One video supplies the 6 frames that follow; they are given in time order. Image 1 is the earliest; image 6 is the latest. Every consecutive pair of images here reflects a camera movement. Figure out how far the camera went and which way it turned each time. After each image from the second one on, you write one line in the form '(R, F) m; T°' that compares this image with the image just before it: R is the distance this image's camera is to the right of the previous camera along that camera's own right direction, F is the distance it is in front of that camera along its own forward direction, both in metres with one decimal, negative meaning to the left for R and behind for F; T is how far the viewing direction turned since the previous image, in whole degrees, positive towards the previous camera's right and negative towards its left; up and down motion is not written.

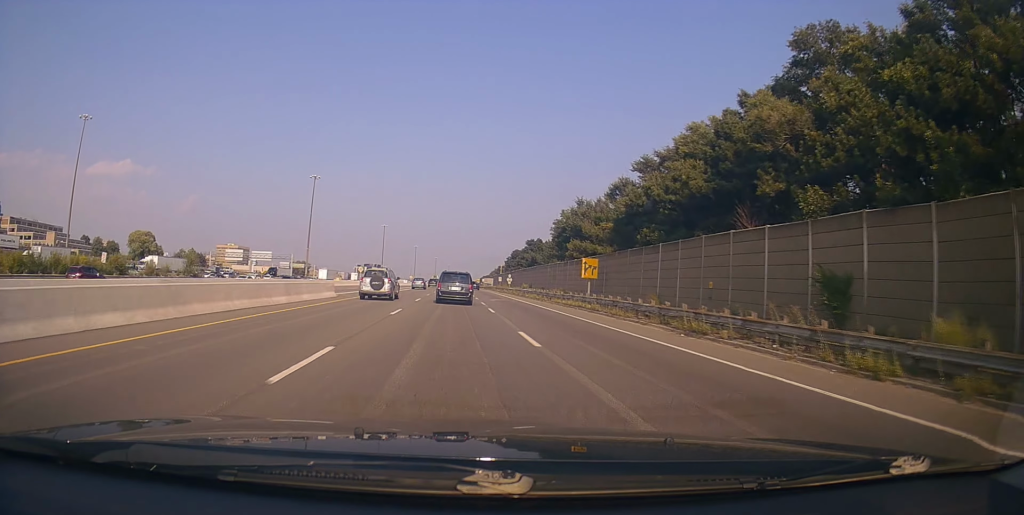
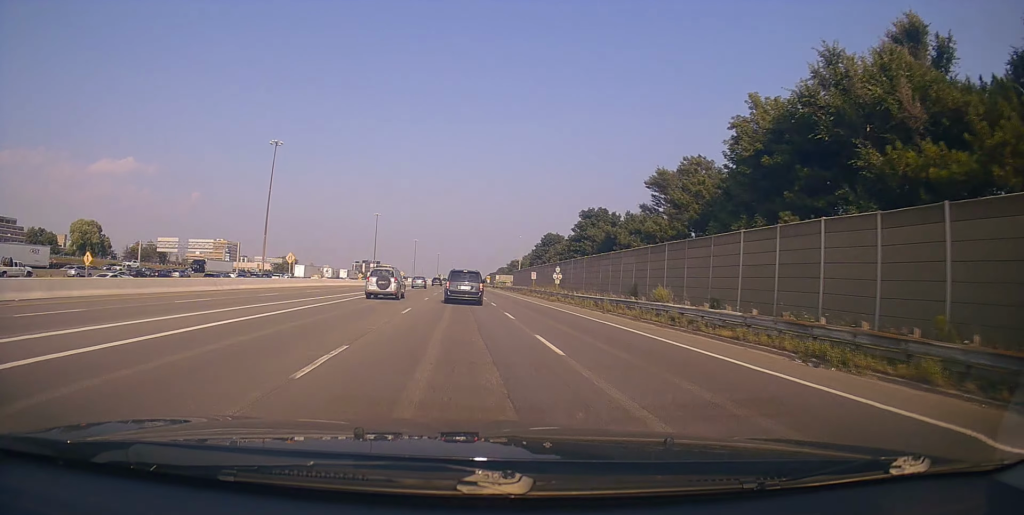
(-0.7, +48.8) m; -2°
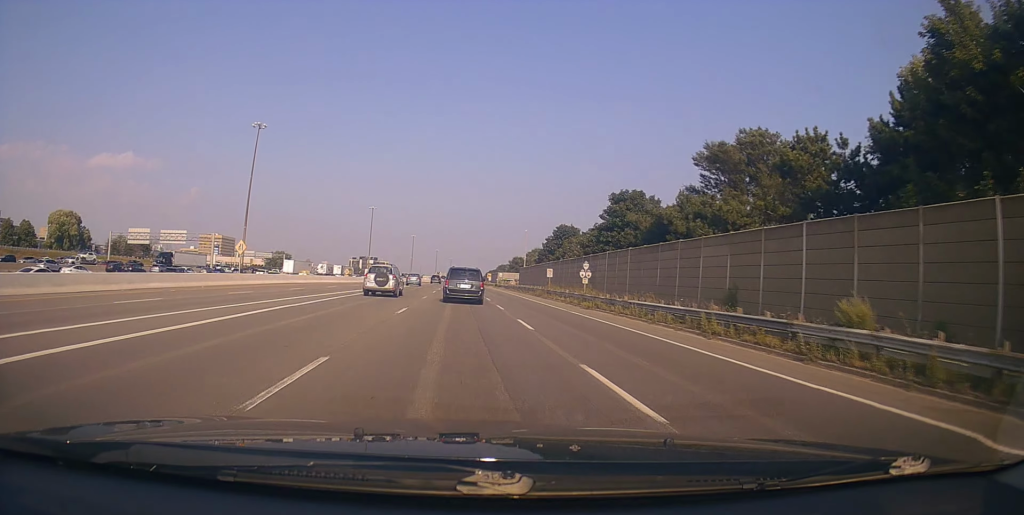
(-0.2, +14.2) m; 0°
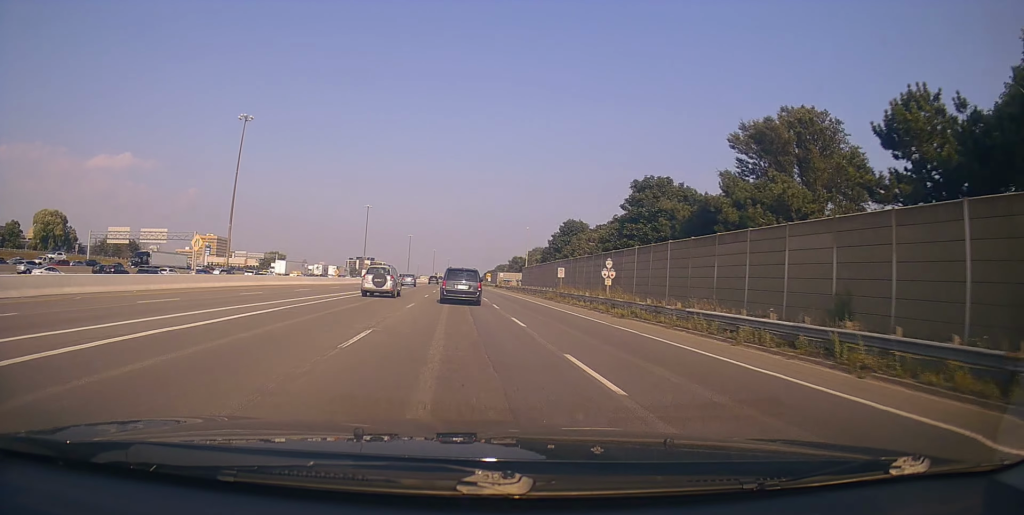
(-0.3, +8.5) m; 0°
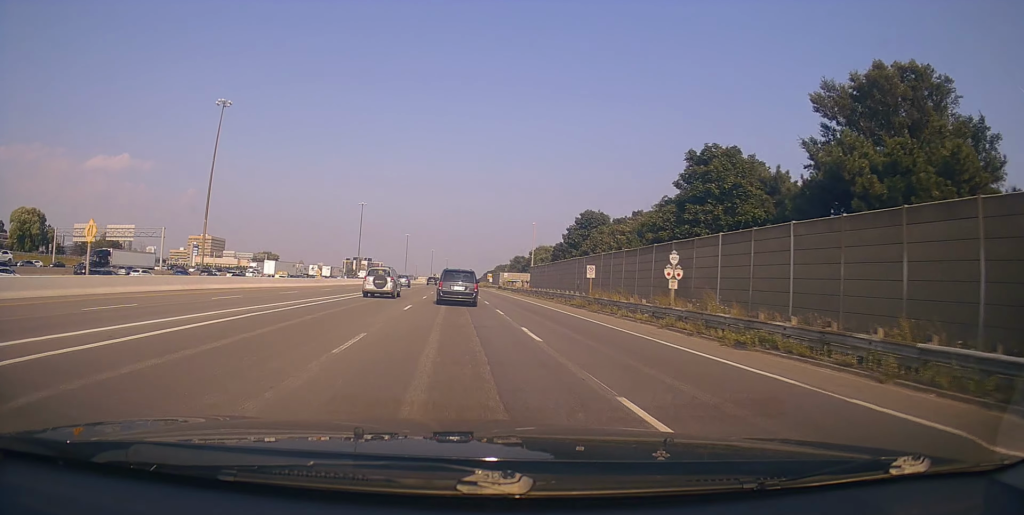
(+0.3, +13.6) m; +1°
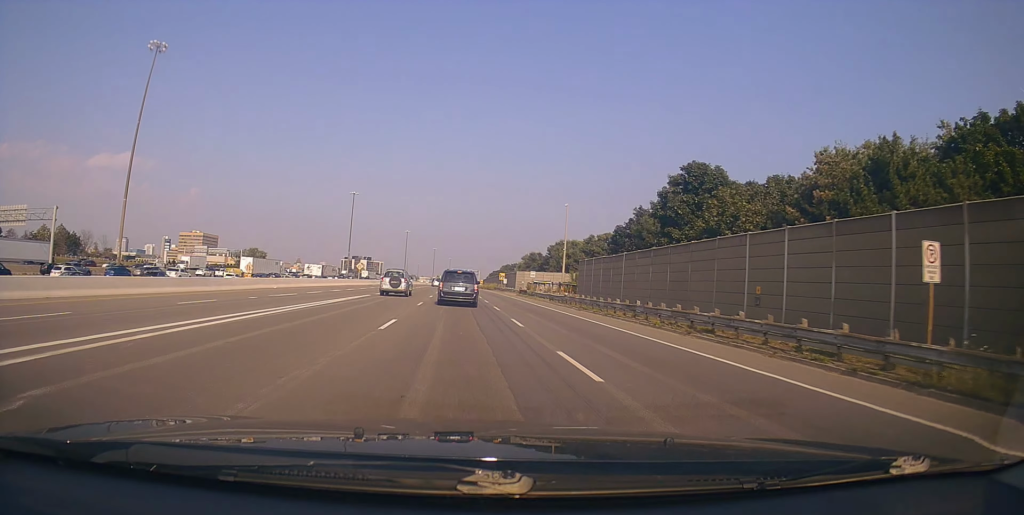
(+0.1, +33.6) m; -1°
